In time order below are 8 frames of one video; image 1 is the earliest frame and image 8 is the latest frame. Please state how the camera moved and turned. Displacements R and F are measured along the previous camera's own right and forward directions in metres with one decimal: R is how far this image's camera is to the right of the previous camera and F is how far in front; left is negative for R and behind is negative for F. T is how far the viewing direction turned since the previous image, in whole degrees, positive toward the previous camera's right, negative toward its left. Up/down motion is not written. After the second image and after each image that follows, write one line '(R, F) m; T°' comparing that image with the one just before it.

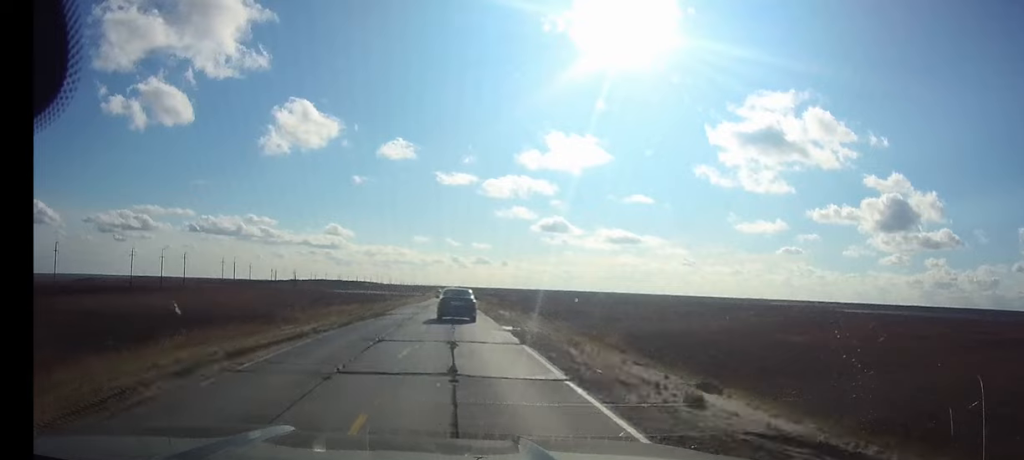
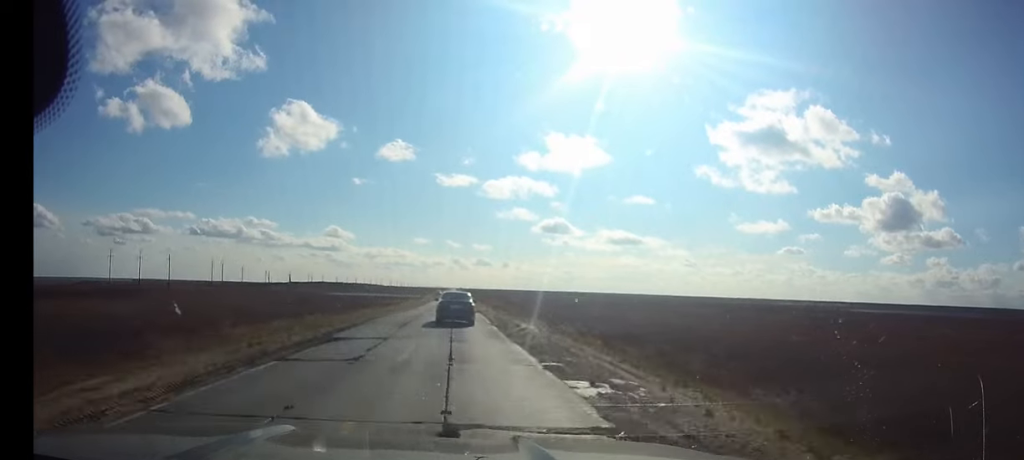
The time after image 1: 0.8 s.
(0.0, +15.7) m; 0°
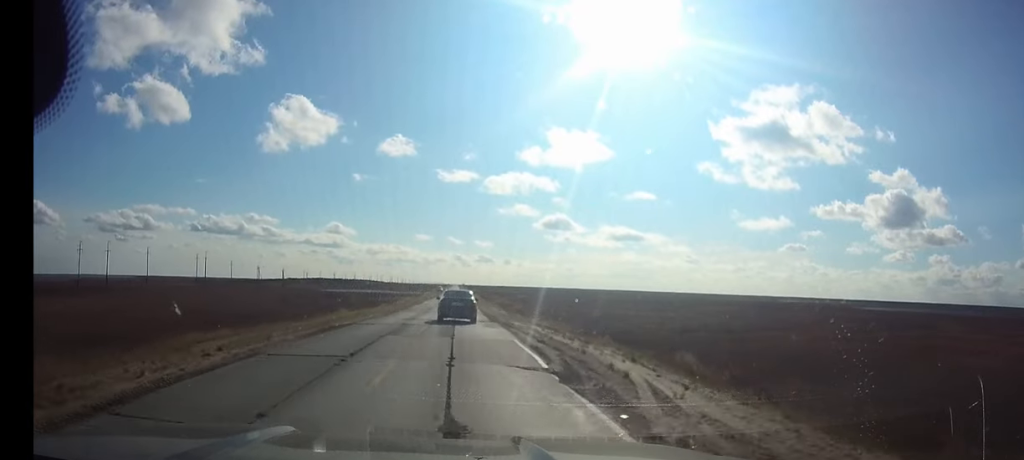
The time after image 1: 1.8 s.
(0.0, +19.0) m; 0°
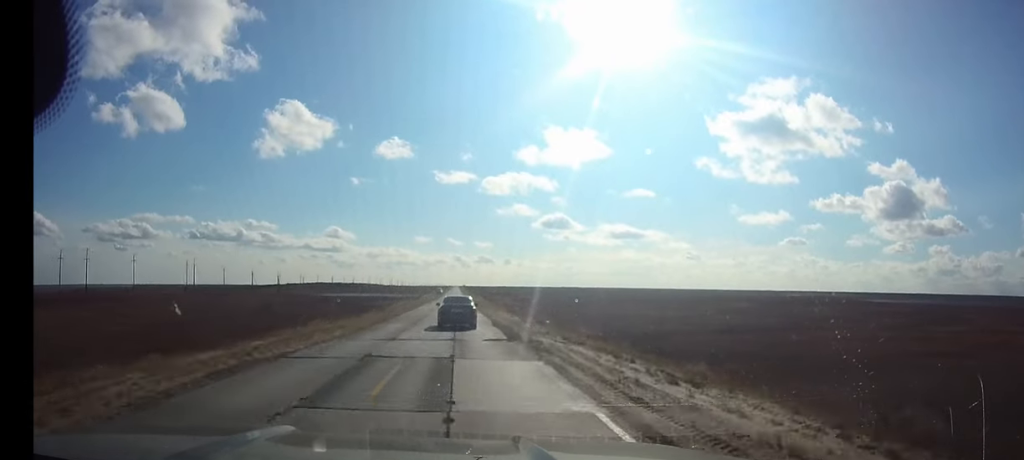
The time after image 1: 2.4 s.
(0.0, +10.3) m; 0°
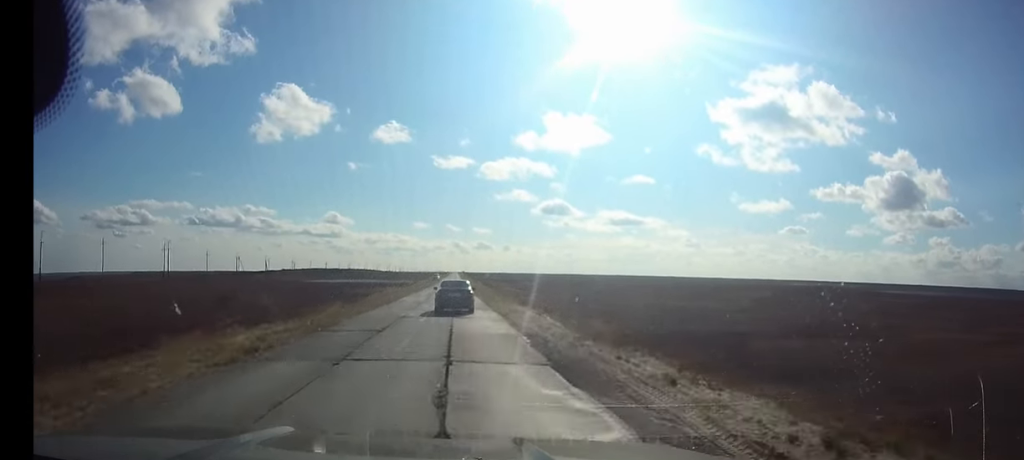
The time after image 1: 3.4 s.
(0.0, +20.0) m; 0°
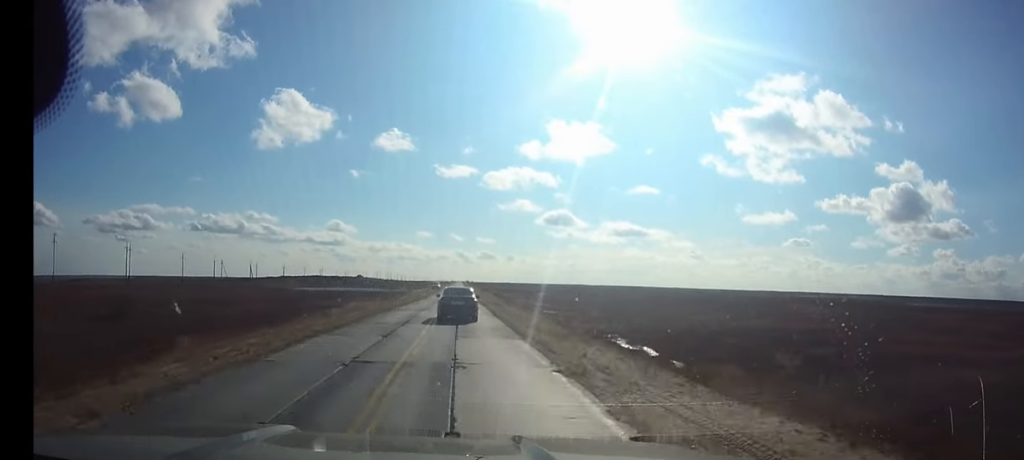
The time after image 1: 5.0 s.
(-0.1, +29.9) m; 0°
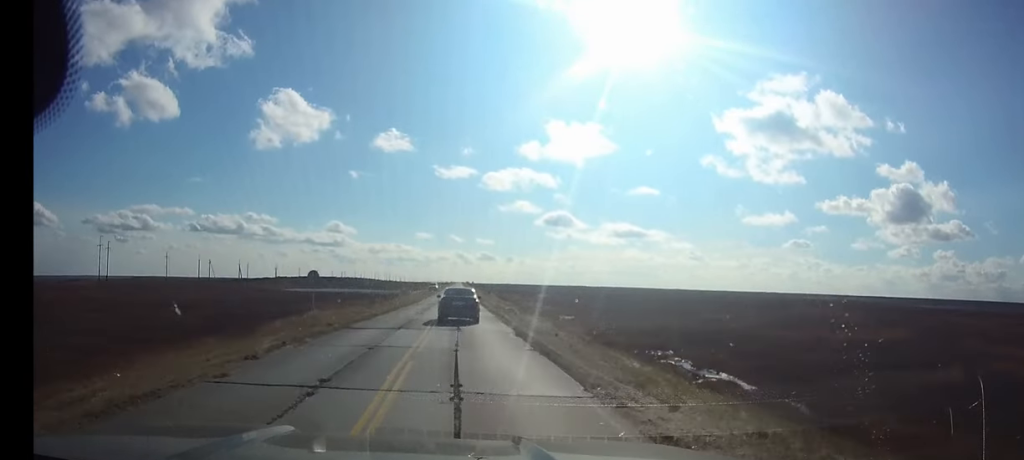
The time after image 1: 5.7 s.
(0.0, +15.7) m; 0°
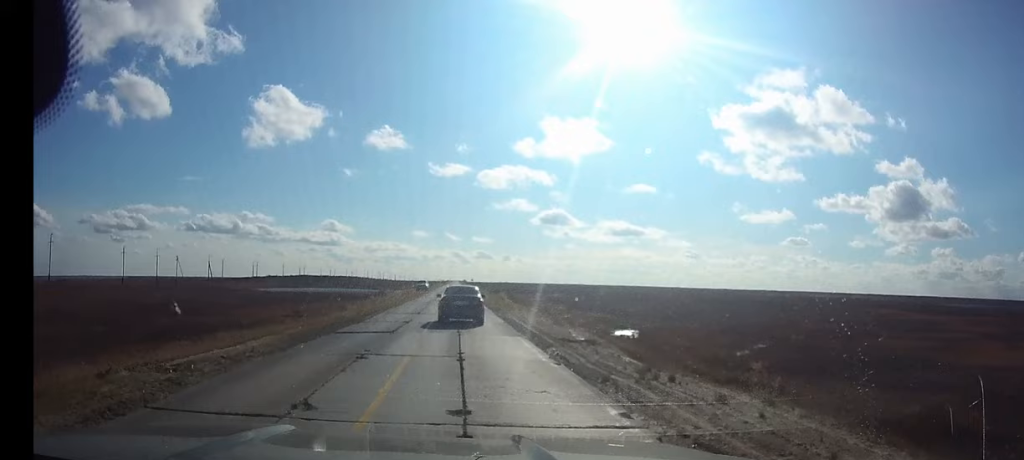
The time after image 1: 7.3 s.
(0.0, +31.1) m; 0°
